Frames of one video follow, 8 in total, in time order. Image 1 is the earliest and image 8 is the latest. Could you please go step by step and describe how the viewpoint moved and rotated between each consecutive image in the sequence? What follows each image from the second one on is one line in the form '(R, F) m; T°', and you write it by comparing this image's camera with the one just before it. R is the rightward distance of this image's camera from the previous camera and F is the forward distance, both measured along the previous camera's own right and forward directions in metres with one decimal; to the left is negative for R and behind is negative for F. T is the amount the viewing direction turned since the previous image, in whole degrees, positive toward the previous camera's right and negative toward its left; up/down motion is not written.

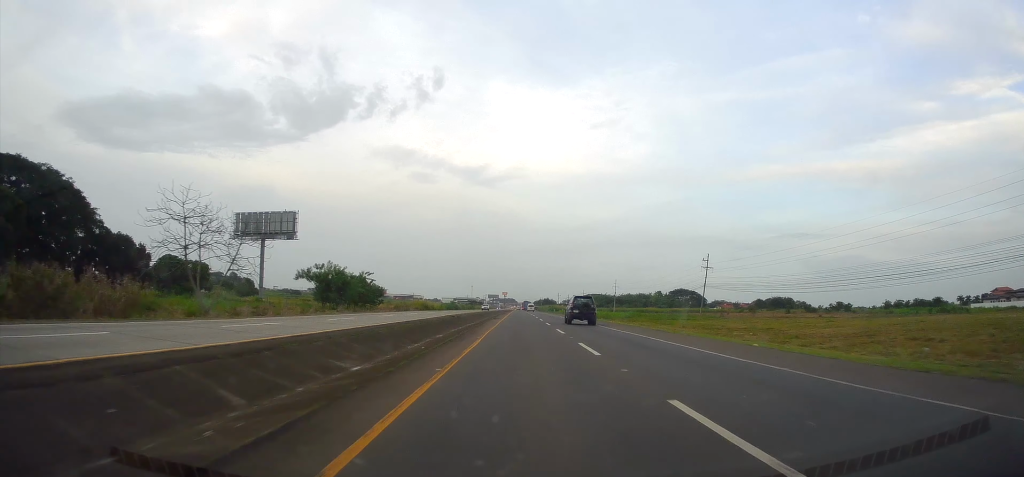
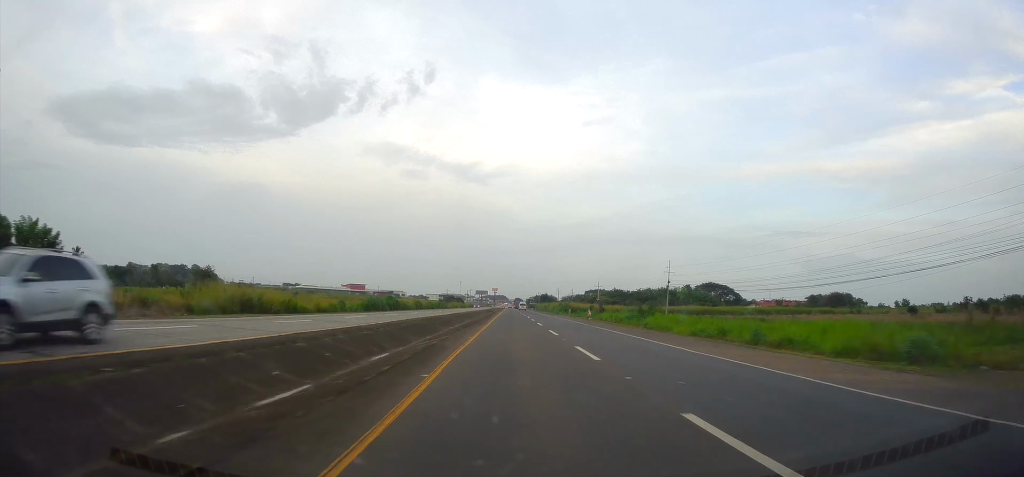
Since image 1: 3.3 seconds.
(+0.4, +81.7) m; 0°
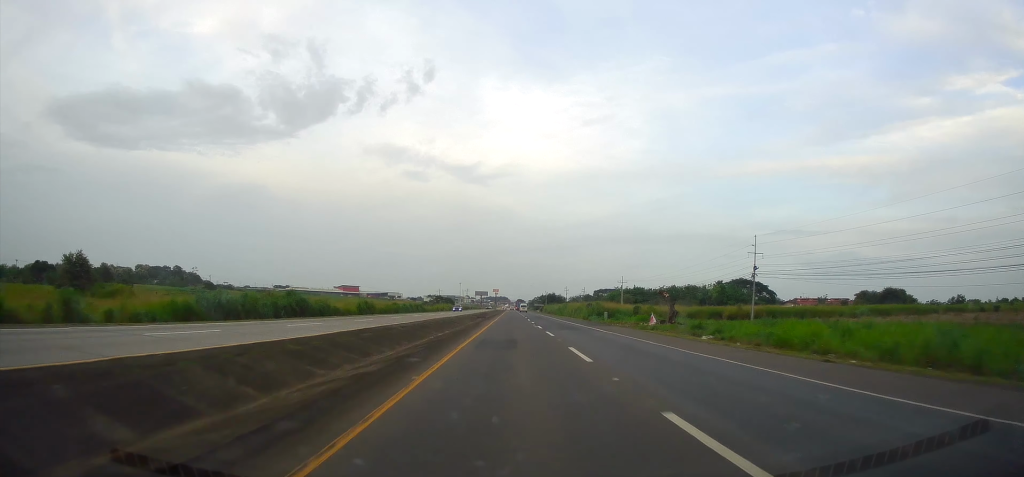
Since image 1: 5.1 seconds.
(0.0, +46.0) m; 0°
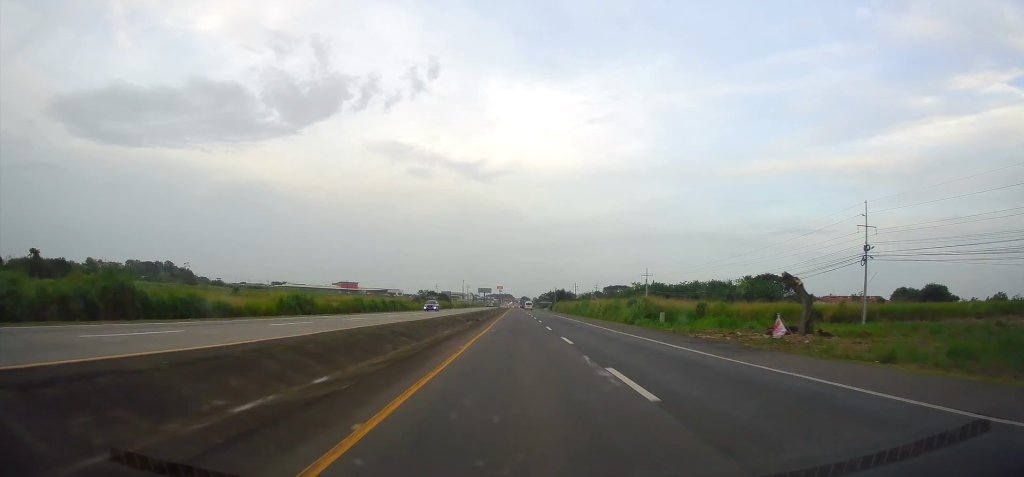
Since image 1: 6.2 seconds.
(+0.1, +27.3) m; 0°
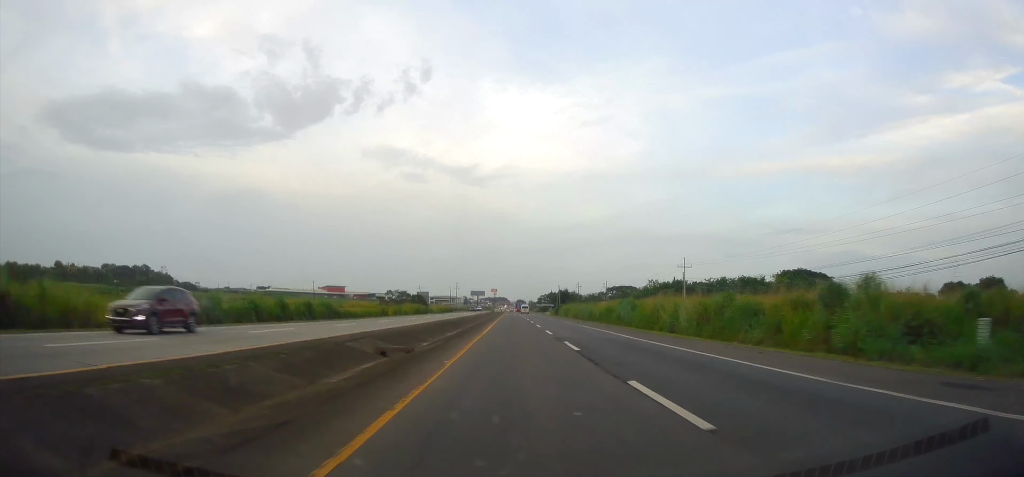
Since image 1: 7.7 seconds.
(+0.2, +37.8) m; 0°
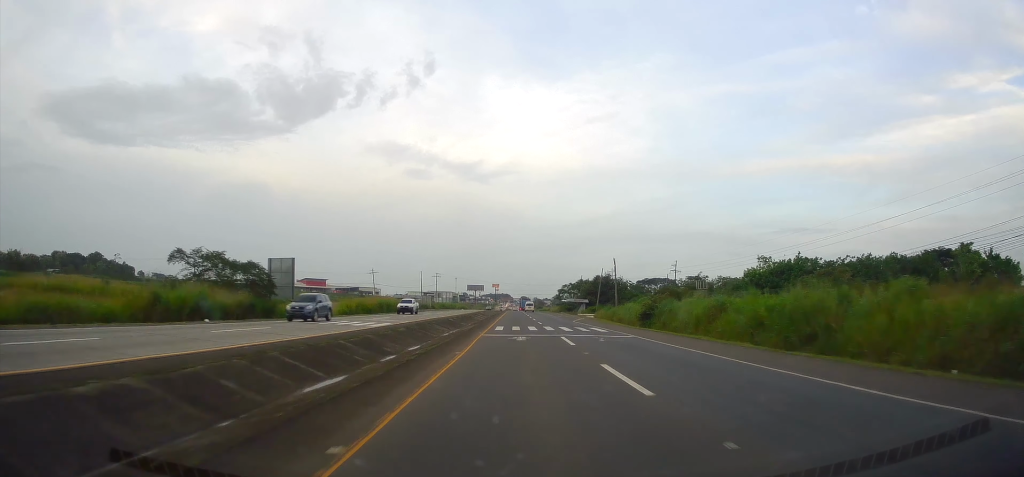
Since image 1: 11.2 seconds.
(-0.8, +88.6) m; 0°
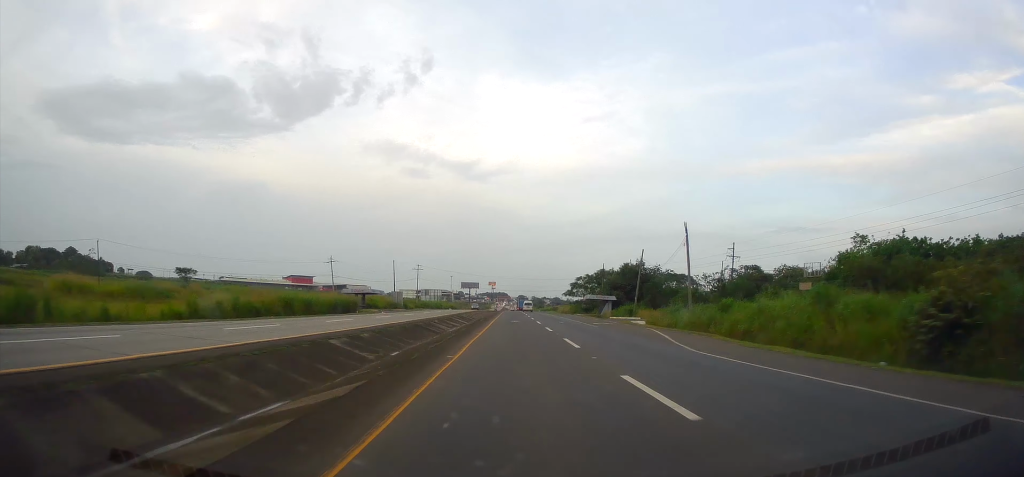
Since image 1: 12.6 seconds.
(+0.1, +35.9) m; 0°
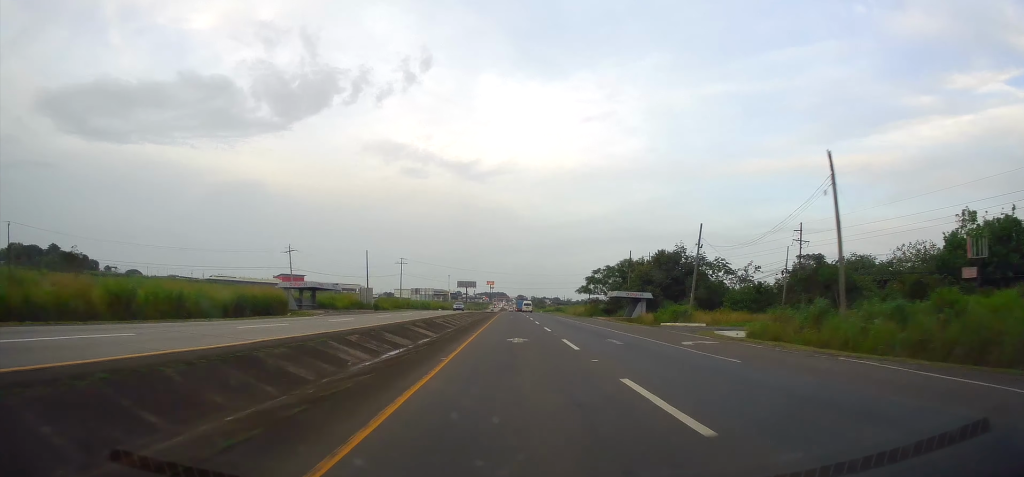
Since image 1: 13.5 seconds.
(+0.1, +23.2) m; 0°
